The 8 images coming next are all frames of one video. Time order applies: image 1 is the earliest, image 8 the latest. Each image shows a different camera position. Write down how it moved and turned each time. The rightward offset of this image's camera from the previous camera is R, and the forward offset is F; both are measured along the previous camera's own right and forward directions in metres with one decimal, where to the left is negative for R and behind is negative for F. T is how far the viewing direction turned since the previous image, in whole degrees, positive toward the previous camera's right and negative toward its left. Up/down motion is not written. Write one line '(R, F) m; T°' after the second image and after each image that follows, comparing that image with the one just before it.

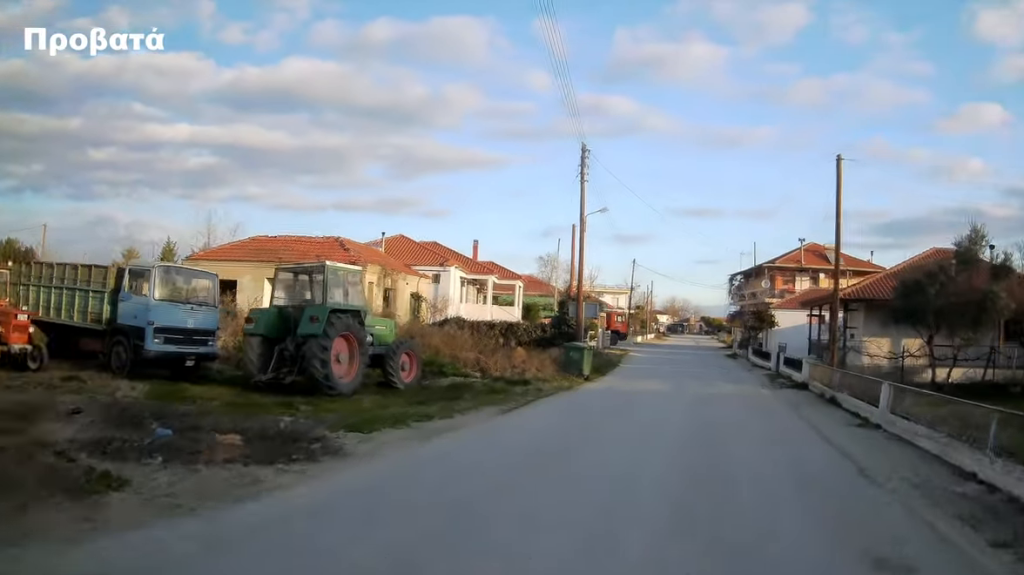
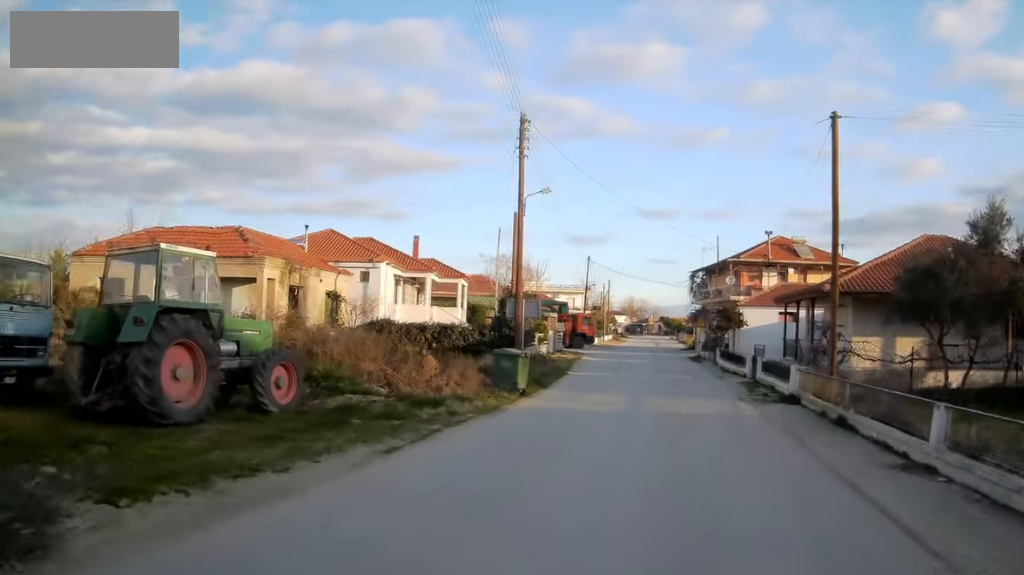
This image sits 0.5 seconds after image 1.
(+0.2, +3.8) m; +3°
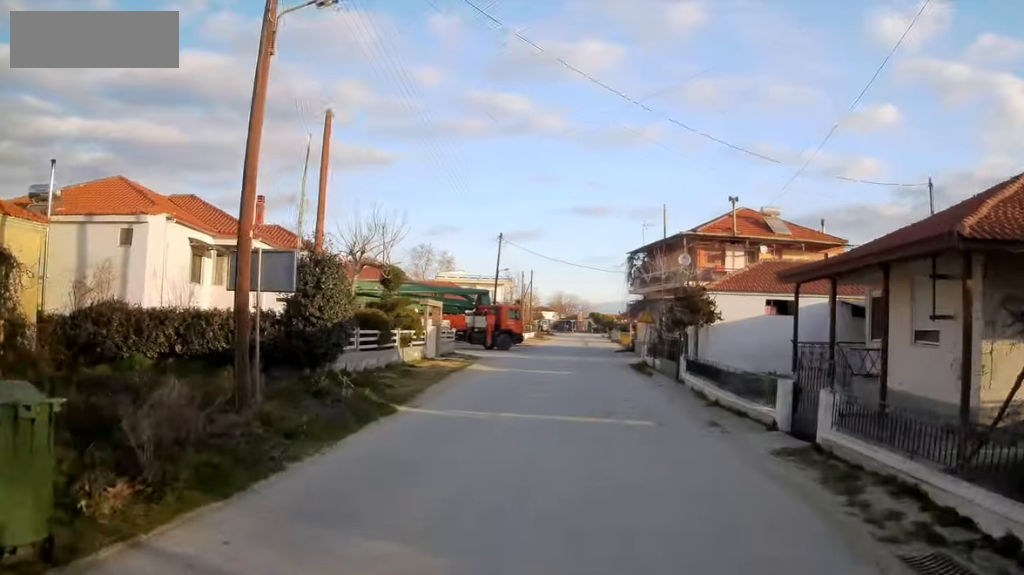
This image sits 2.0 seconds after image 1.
(+1.0, +12.5) m; +8°
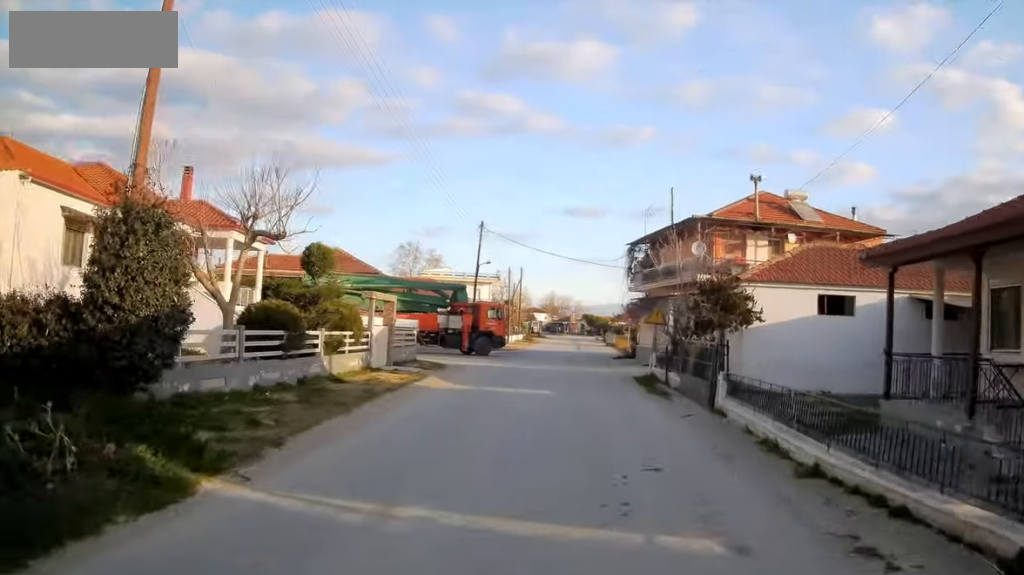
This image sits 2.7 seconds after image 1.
(+0.3, +6.2) m; +3°
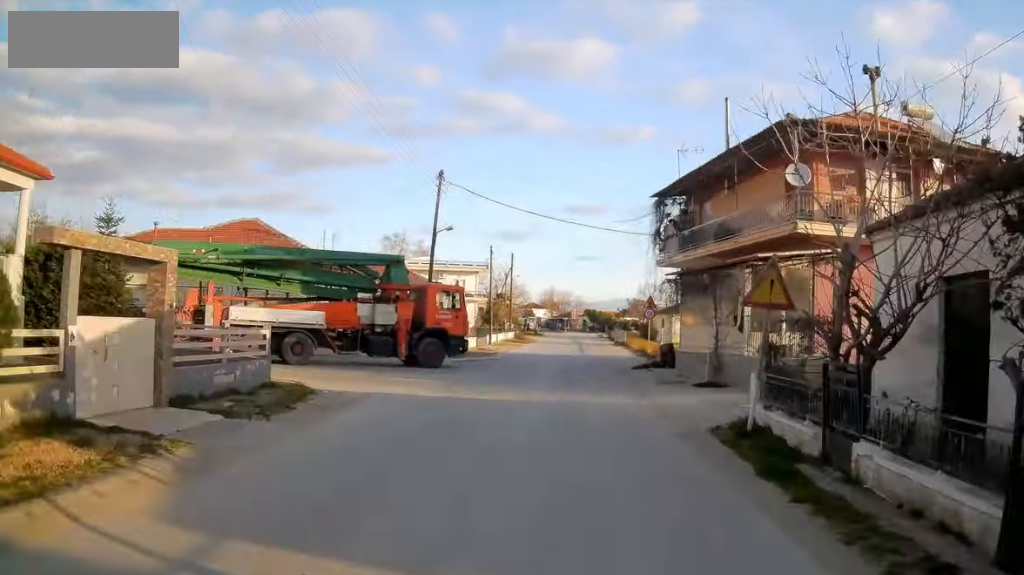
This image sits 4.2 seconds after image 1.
(+0.5, +13.0) m; +1°
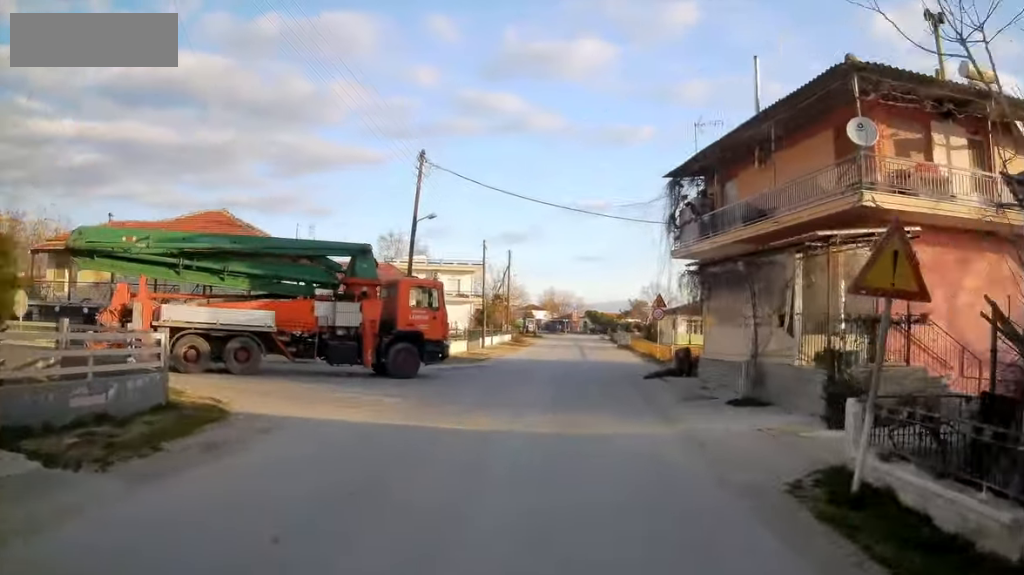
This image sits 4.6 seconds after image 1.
(-0.1, +3.9) m; 0°
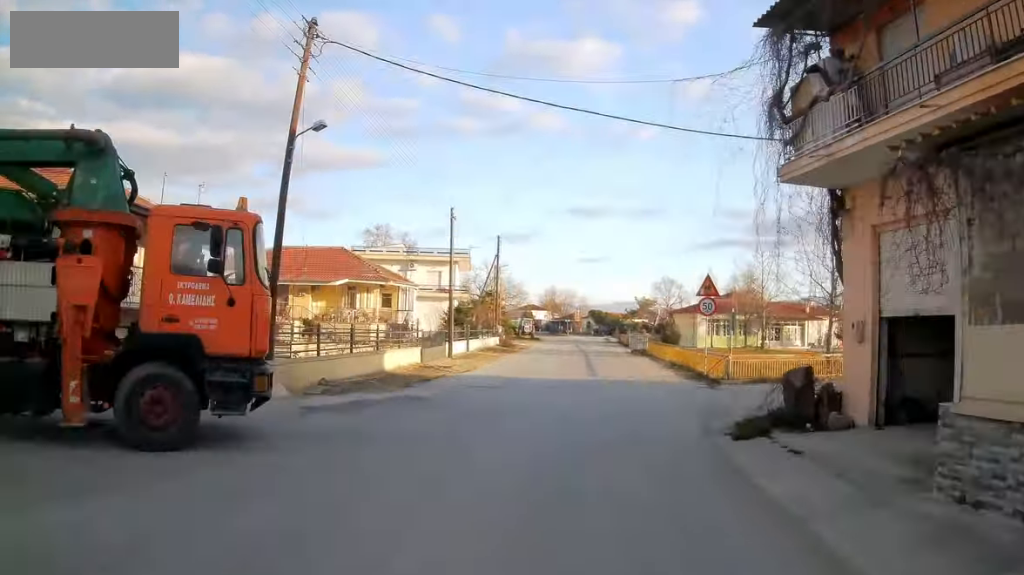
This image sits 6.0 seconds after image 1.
(0.0, +12.4) m; 0°
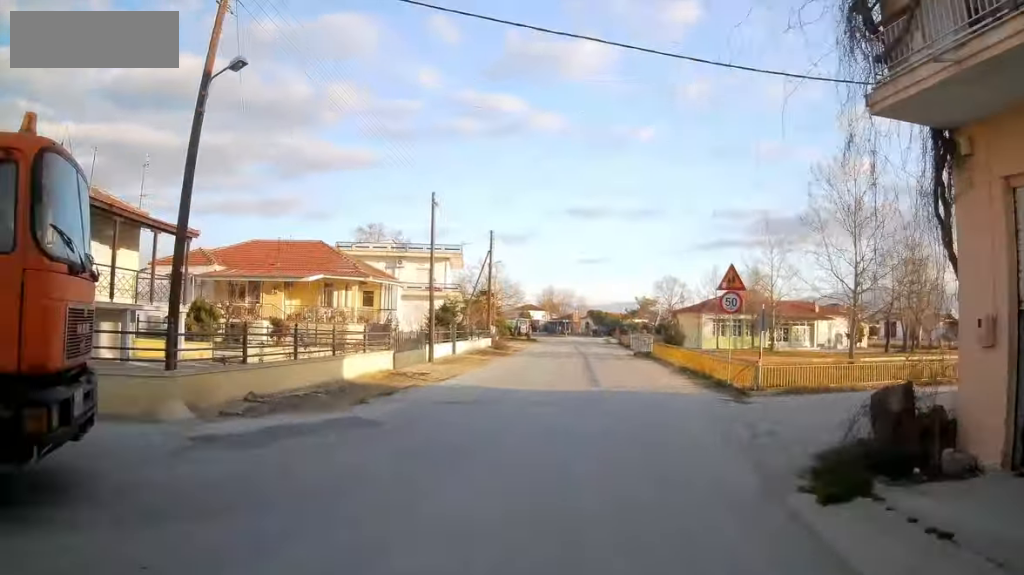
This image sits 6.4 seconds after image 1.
(0.0, +4.0) m; -1°
